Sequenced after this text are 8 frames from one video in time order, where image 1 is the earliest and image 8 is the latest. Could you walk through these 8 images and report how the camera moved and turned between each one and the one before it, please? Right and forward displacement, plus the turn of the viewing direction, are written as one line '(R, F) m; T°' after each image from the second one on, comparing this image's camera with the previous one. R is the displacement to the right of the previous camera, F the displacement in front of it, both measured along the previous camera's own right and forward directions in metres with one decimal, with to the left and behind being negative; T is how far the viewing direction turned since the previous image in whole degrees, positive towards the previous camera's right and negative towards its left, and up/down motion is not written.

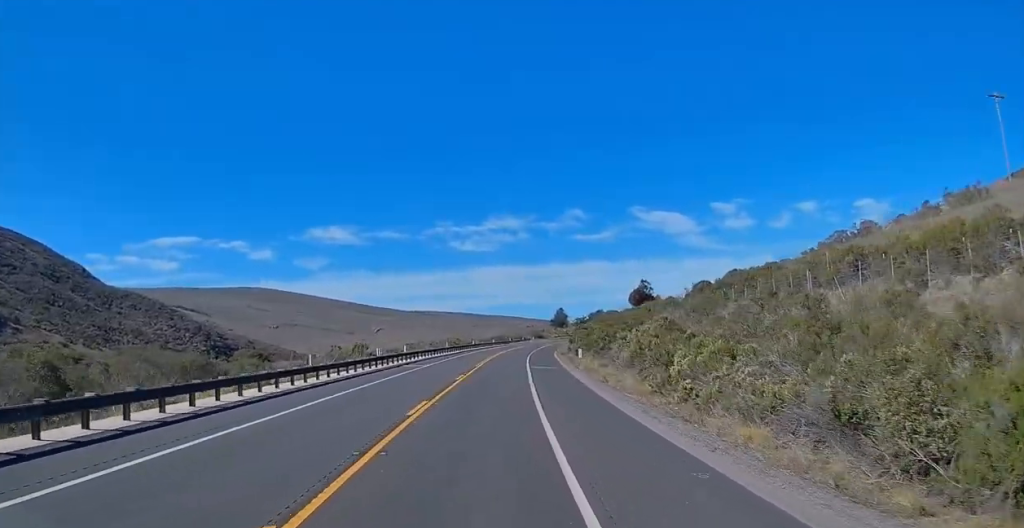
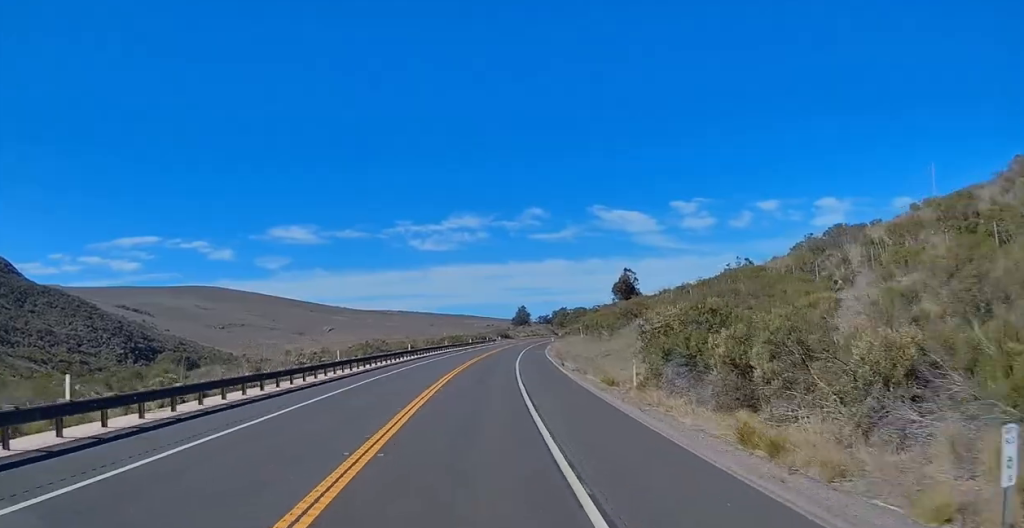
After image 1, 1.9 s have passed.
(+1.1, +42.3) m; +2°
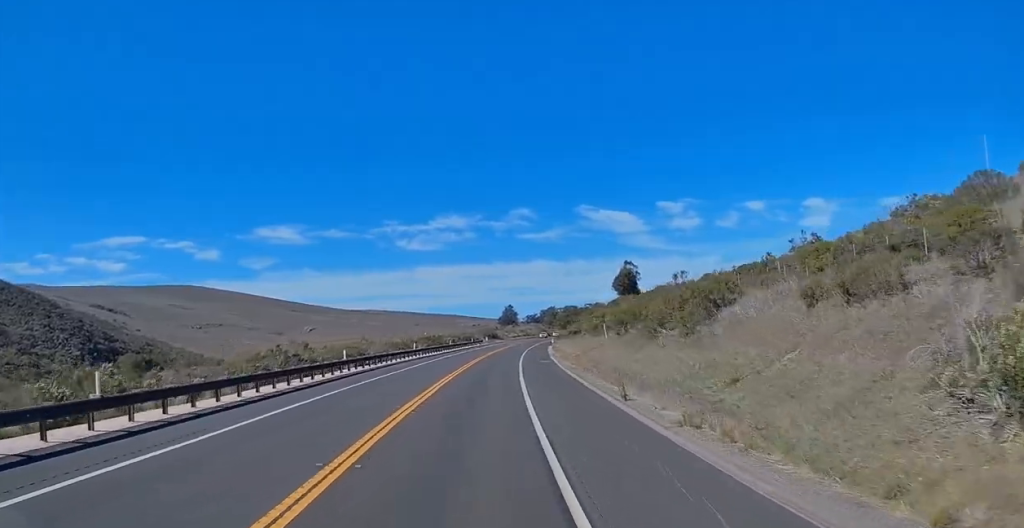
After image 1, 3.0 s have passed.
(0.0, +23.9) m; +1°
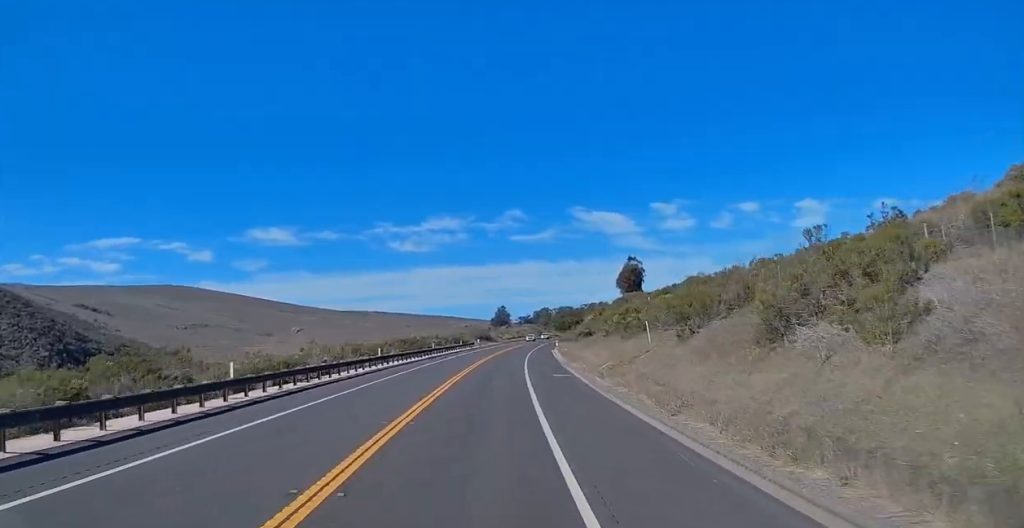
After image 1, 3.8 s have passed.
(+0.3, +15.7) m; +1°
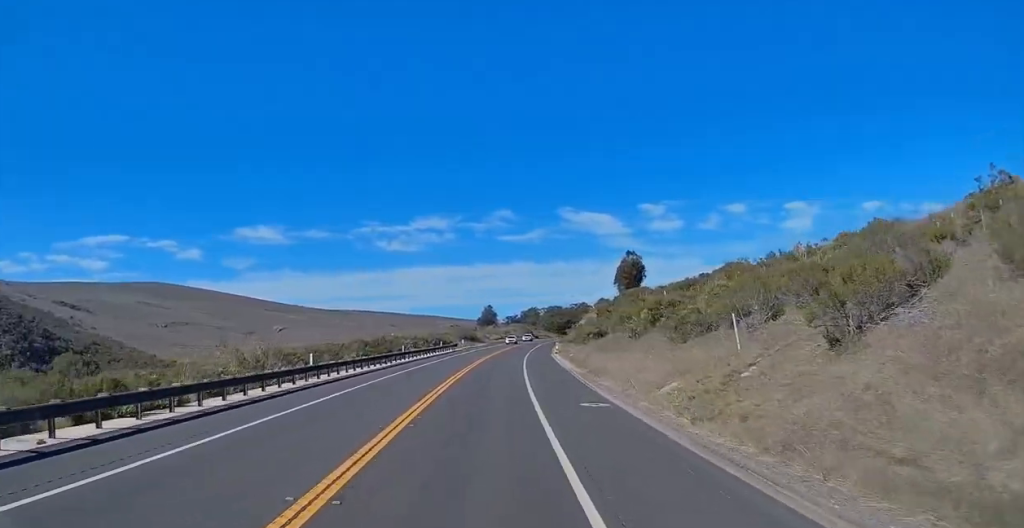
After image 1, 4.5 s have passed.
(+0.1, +14.6) m; +1°
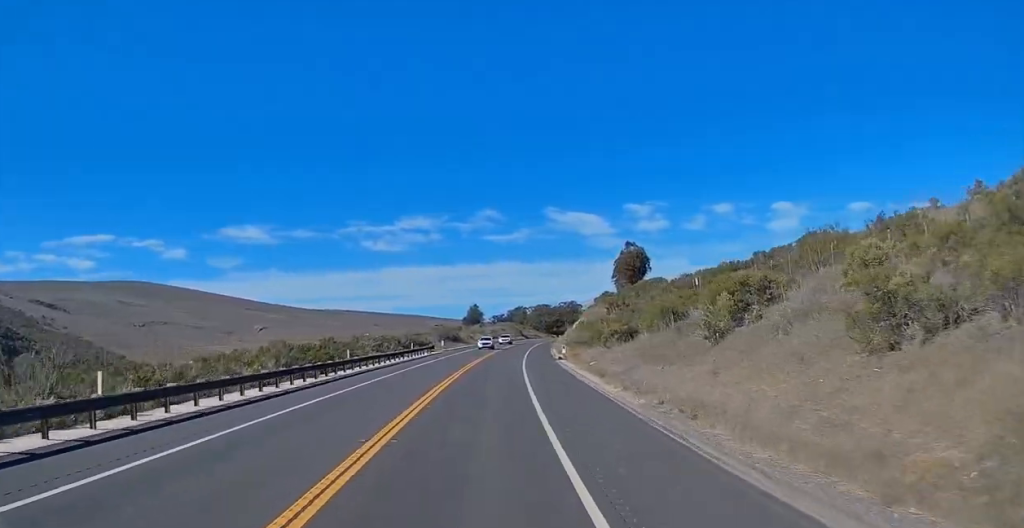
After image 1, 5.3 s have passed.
(+0.1, +16.2) m; +1°
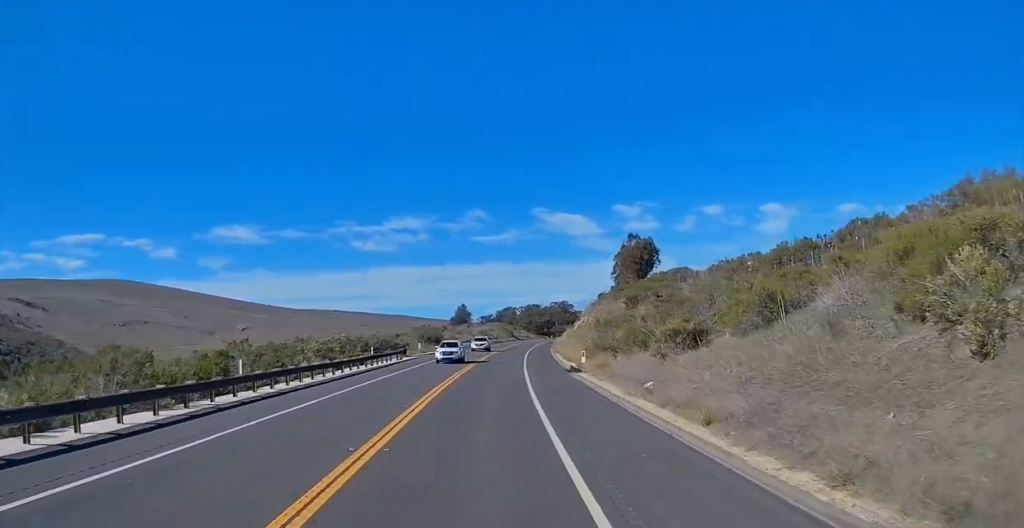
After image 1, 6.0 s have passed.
(+0.1, +15.5) m; +1°
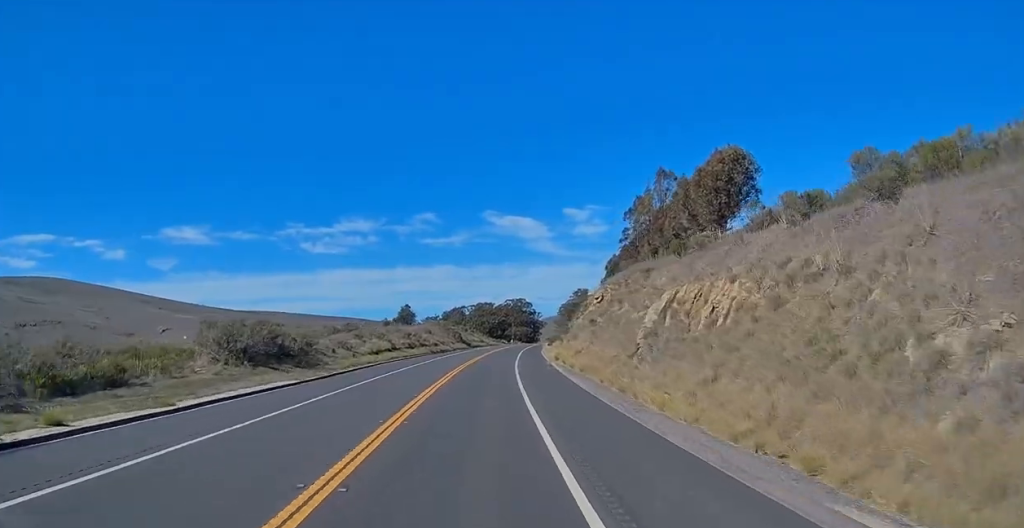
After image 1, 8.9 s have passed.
(+3.2, +62.0) m; +5°
